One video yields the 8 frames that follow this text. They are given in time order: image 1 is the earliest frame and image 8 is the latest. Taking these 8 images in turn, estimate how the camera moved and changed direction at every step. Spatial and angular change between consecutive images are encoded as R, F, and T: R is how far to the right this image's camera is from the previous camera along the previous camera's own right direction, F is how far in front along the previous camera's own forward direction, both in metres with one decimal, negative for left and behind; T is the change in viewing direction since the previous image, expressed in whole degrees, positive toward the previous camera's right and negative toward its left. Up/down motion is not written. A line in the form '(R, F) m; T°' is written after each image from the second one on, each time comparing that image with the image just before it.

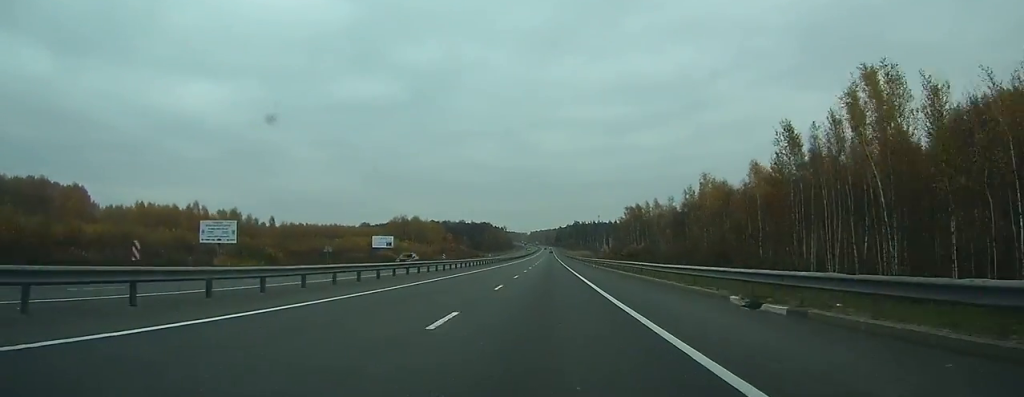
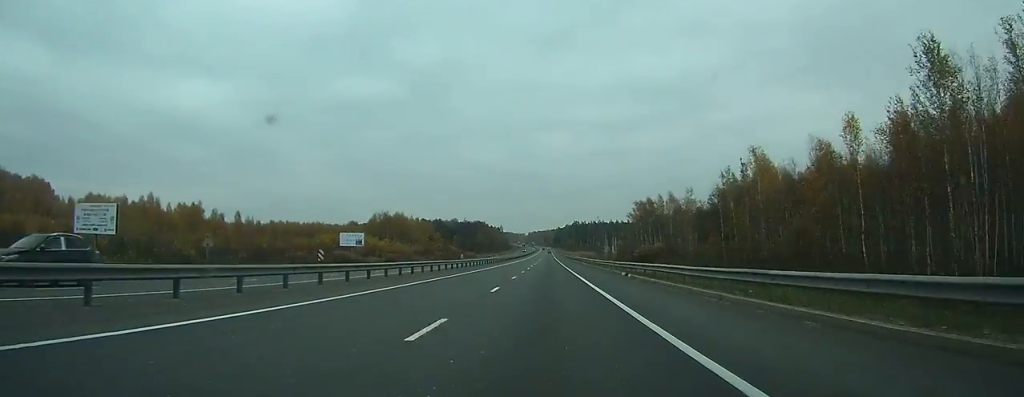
(0.0, +24.3) m; 0°
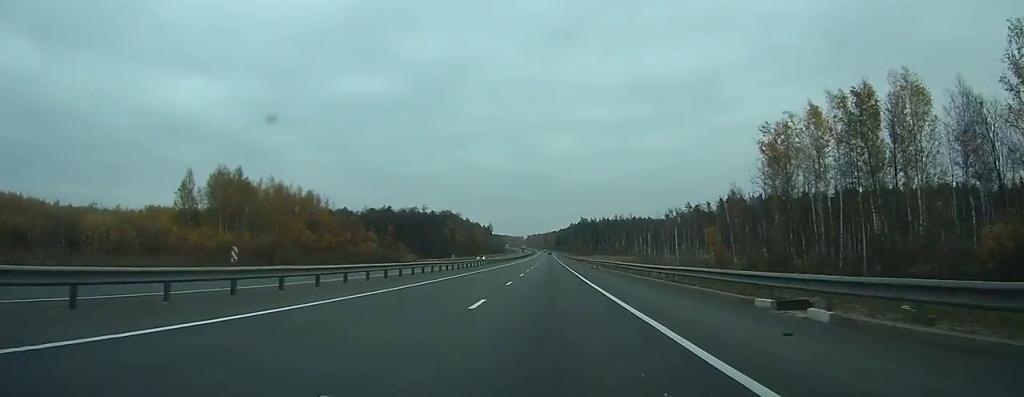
(-0.1, +112.1) m; 0°
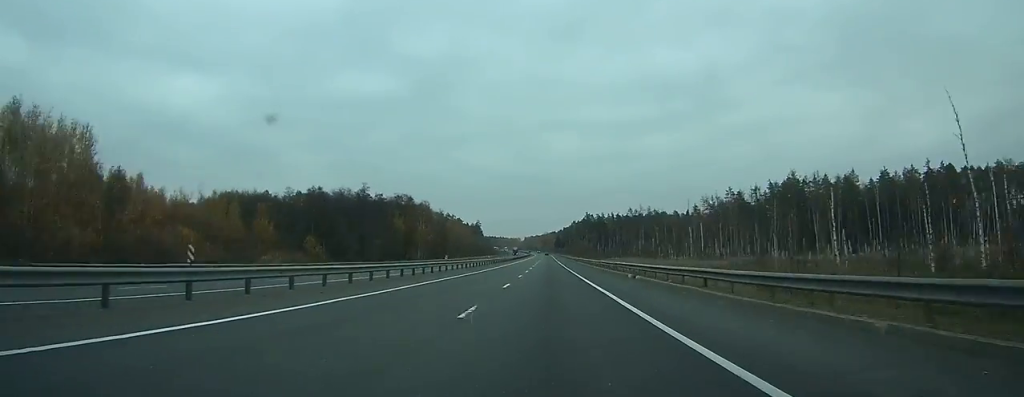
(0.0, +77.2) m; 0°
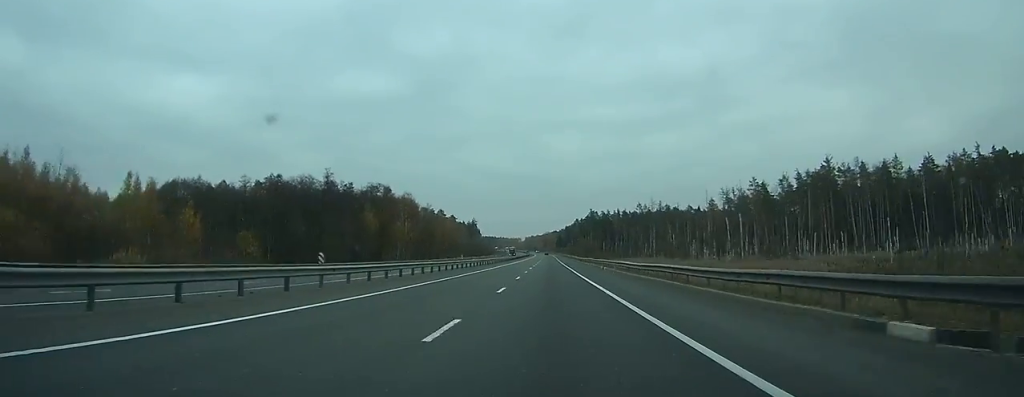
(0.0, +28.1) m; 0°
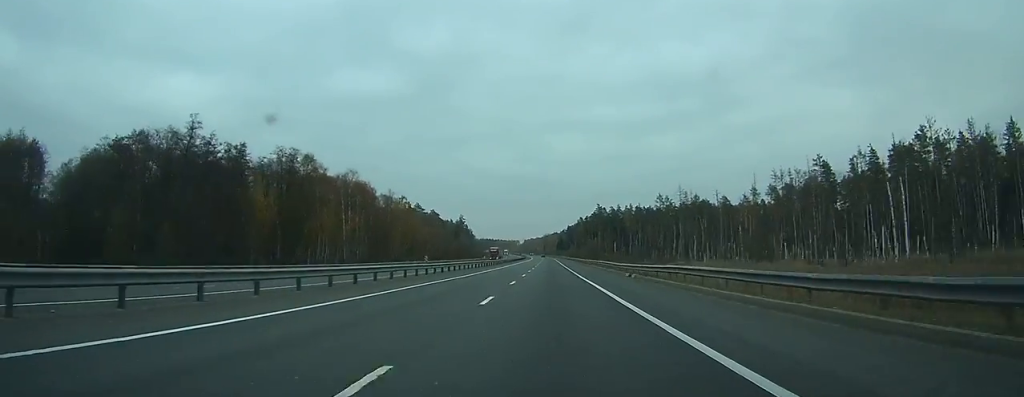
(+0.2, +52.7) m; 0°
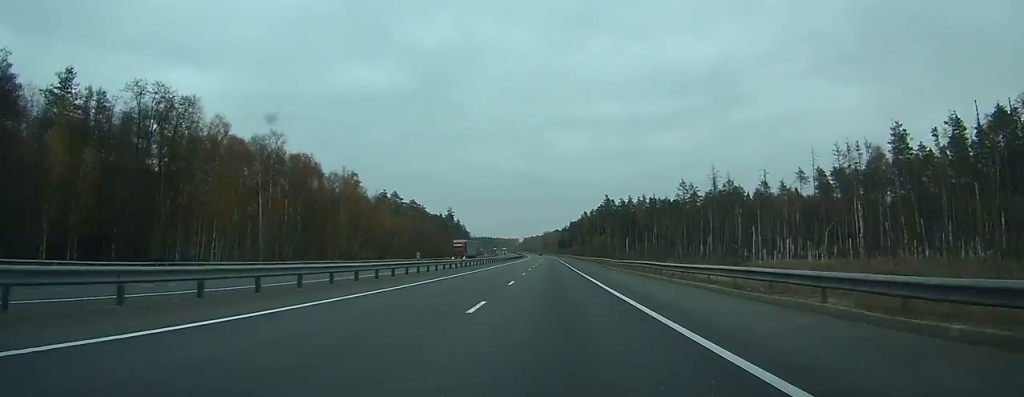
(0.0, +37.5) m; 0°
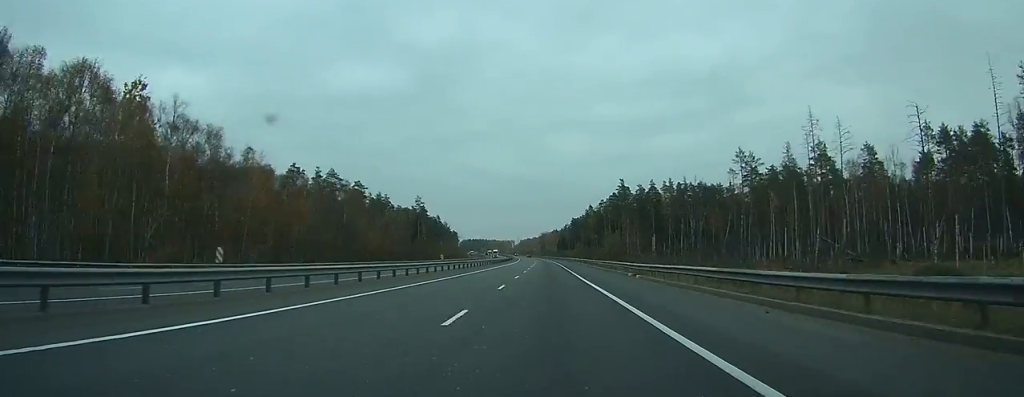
(-0.1, +59.7) m; 0°
